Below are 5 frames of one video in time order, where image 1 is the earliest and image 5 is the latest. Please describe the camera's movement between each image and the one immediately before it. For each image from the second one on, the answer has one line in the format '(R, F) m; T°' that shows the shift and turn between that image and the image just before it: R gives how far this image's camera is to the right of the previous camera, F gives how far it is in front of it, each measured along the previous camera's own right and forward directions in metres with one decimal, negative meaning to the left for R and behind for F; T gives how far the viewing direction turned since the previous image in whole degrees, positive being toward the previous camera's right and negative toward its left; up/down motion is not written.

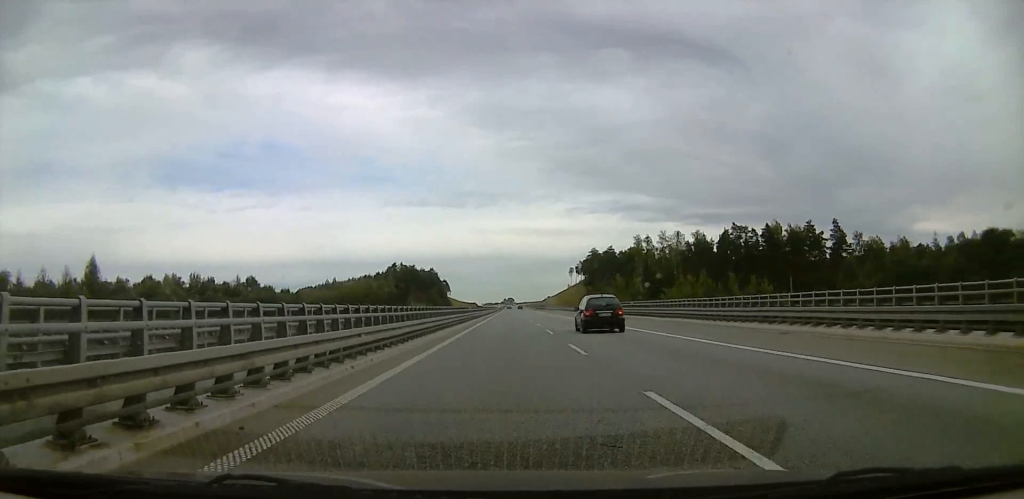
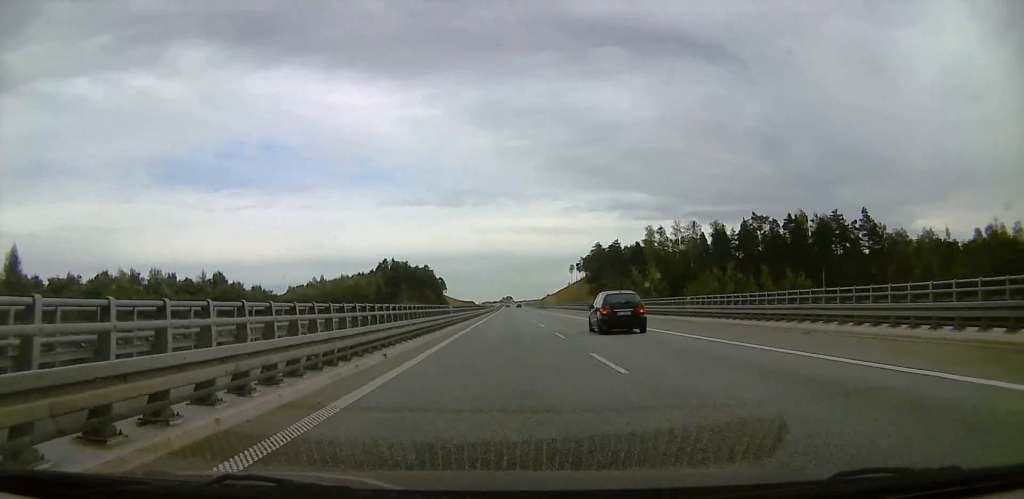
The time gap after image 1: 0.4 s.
(-0.1, +16.6) m; 0°
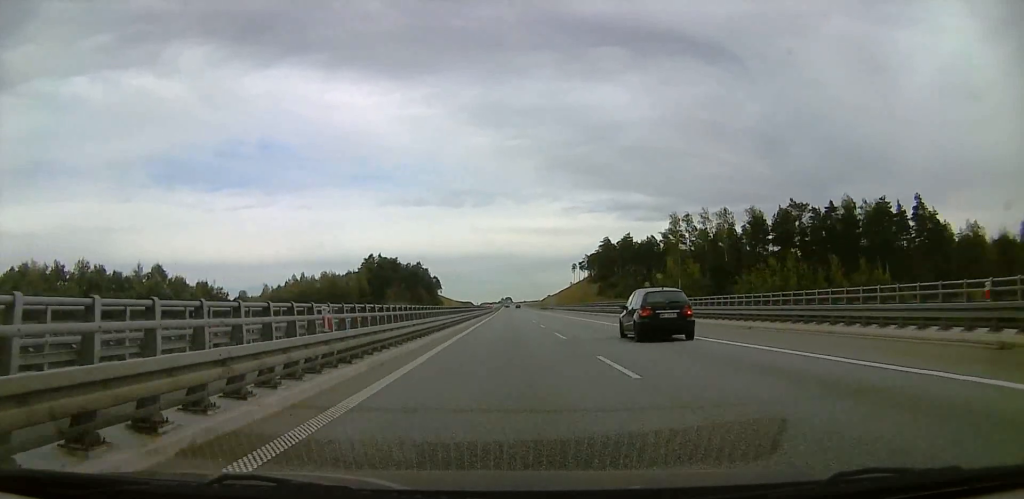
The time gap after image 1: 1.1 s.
(+0.1, +24.2) m; +1°
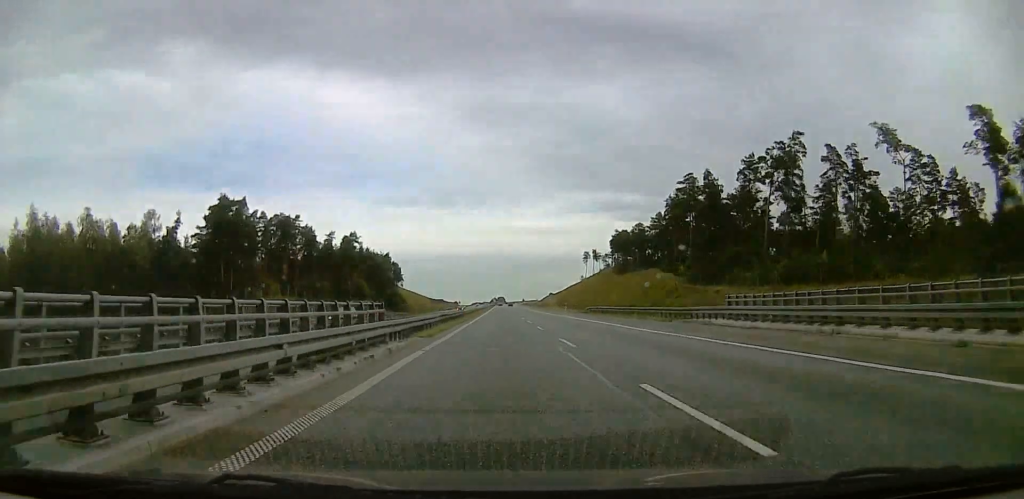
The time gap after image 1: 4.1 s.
(+2.4, +114.3) m; +1°
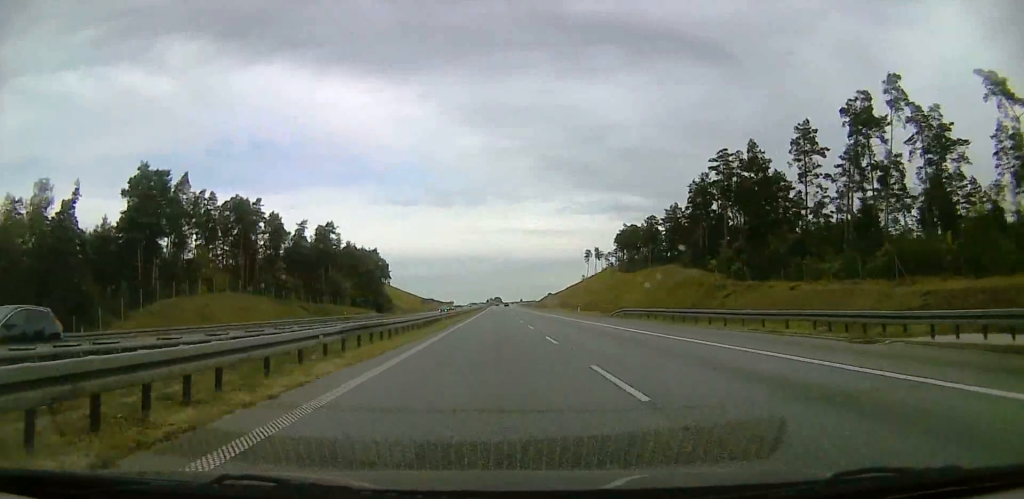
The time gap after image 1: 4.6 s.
(-0.3, +21.4) m; 0°
